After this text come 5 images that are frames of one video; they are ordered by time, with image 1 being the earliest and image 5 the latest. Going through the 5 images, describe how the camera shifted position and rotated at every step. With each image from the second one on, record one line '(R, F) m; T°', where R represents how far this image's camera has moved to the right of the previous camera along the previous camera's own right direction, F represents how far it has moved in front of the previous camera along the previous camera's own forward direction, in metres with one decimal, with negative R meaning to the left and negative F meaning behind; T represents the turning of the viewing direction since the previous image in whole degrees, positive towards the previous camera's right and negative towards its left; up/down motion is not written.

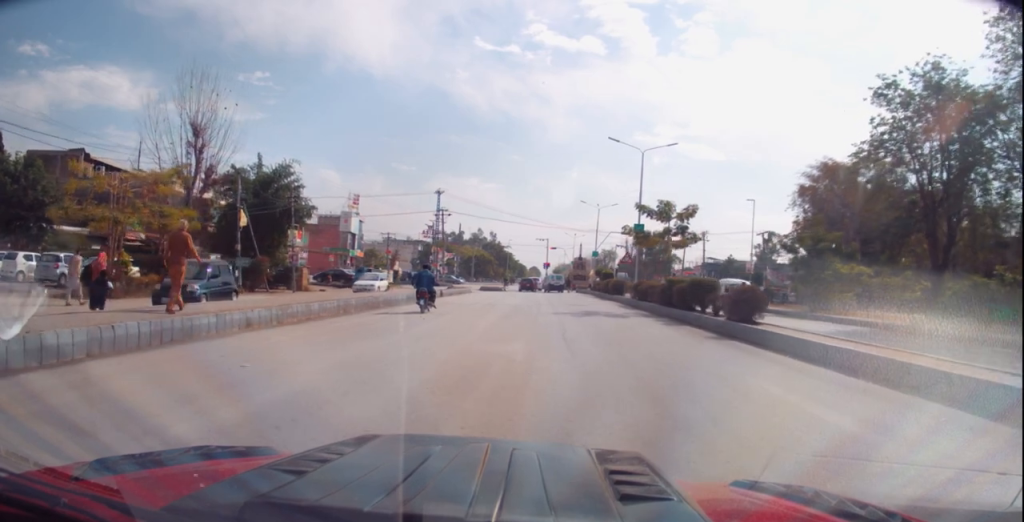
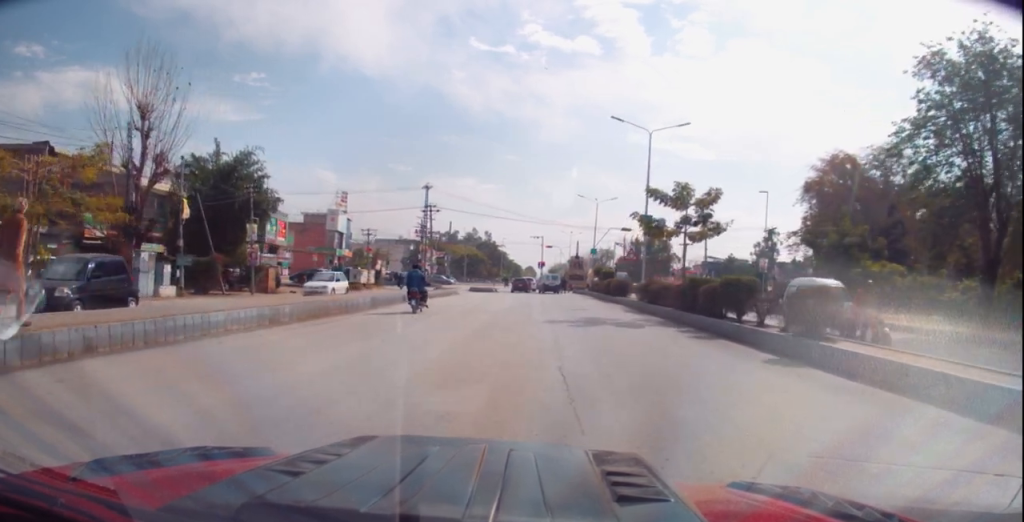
(+0.3, +4.7) m; -6°
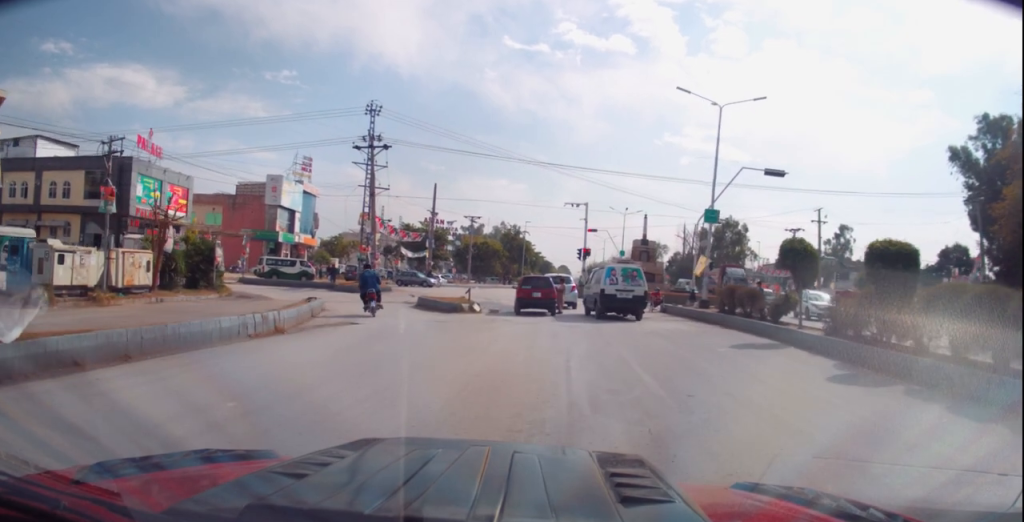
(-2.3, +39.0) m; -1°
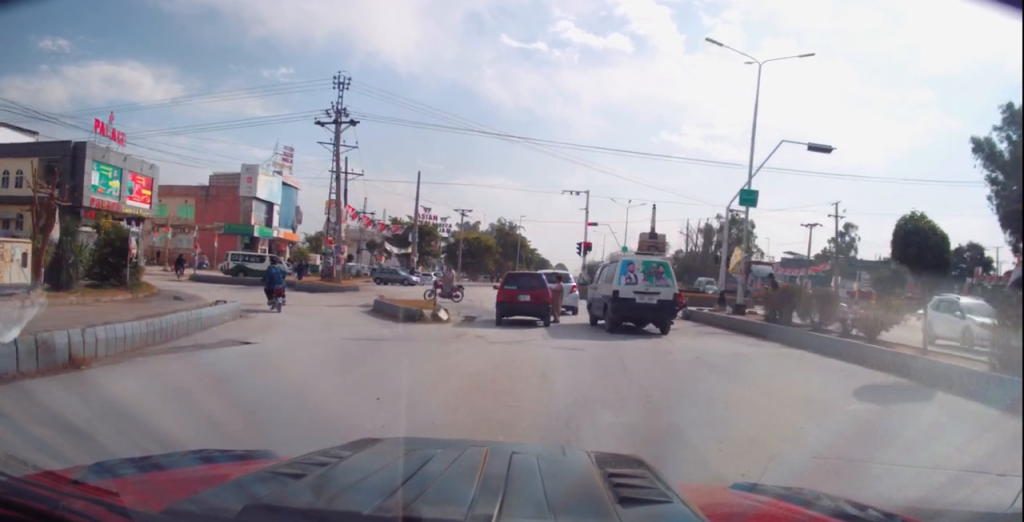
(+0.4, +6.3) m; +1°
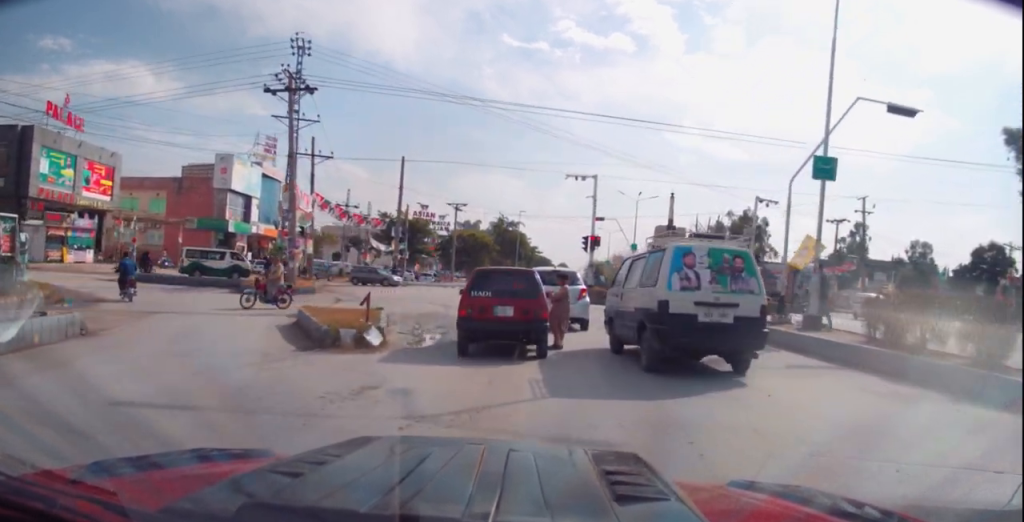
(-0.3, +7.3) m; +1°
